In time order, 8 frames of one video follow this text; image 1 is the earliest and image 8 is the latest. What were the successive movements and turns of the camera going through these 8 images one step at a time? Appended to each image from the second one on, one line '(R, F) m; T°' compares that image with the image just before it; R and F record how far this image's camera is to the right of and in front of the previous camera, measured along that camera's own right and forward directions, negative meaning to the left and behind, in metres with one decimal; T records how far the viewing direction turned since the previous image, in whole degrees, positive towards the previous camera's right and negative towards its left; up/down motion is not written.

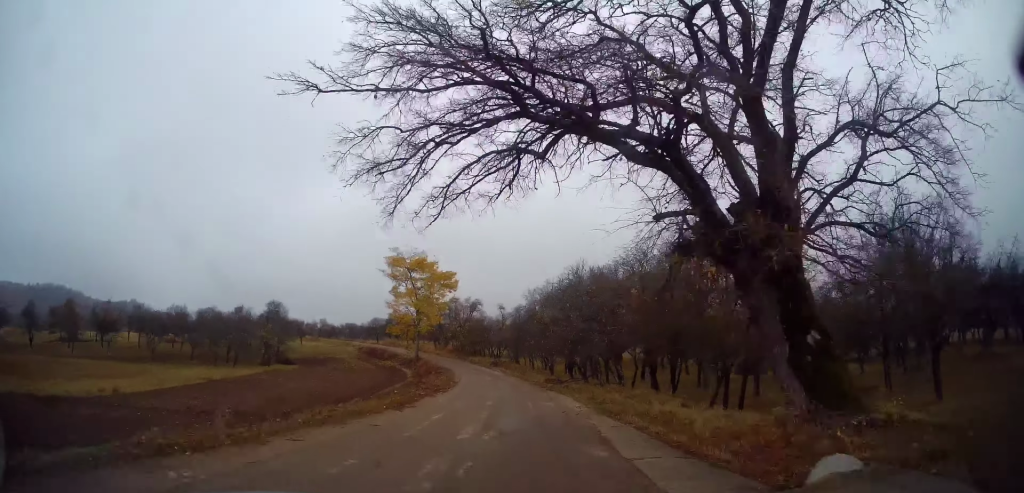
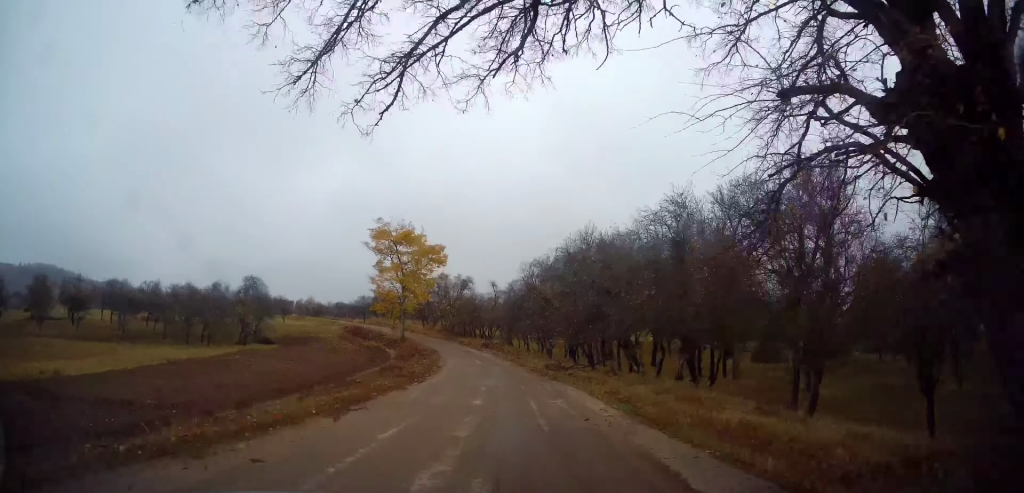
(0.0, +5.1) m; +2°
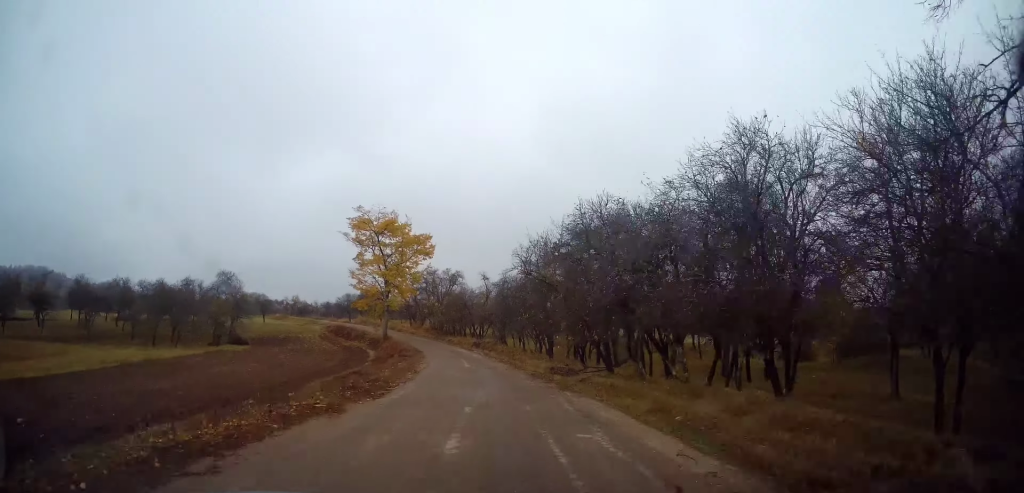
(+0.1, +5.0) m; +2°
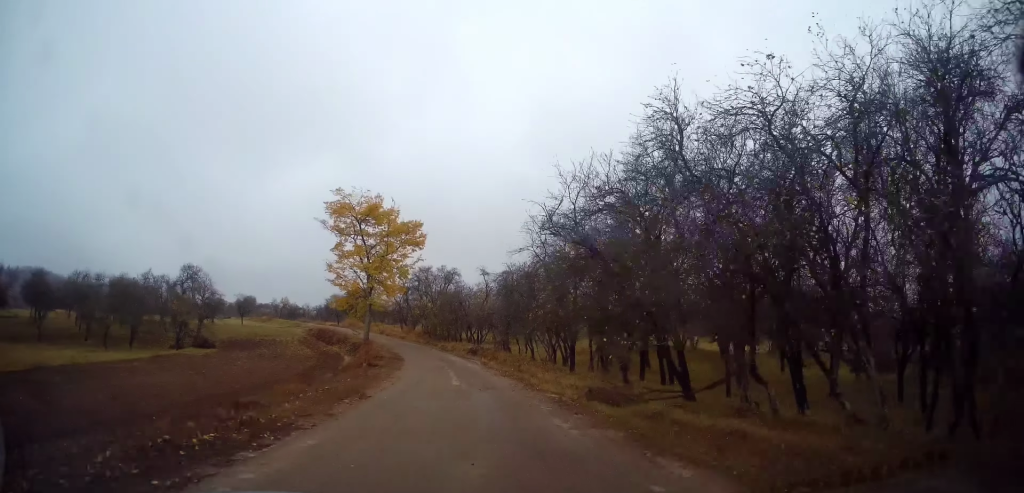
(+0.3, +7.9) m; 0°
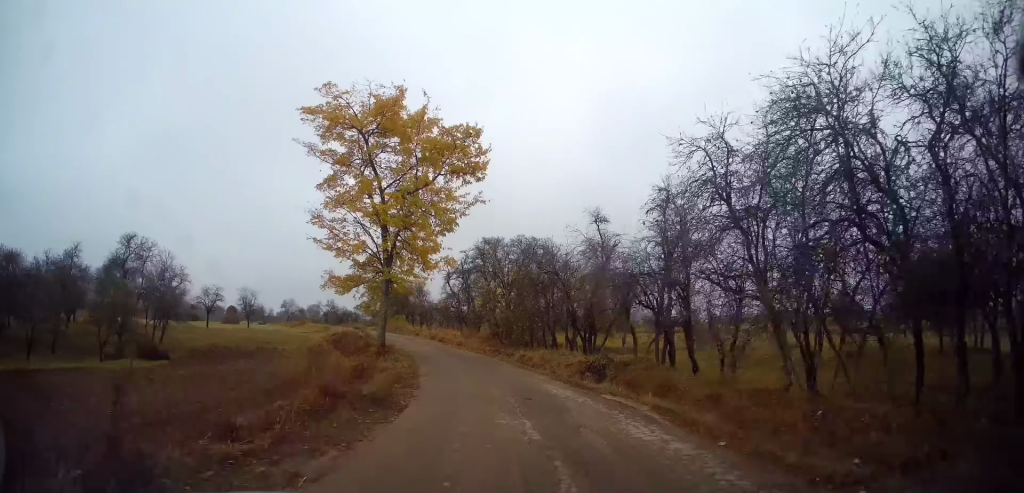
(-2.0, +21.0) m; -8°
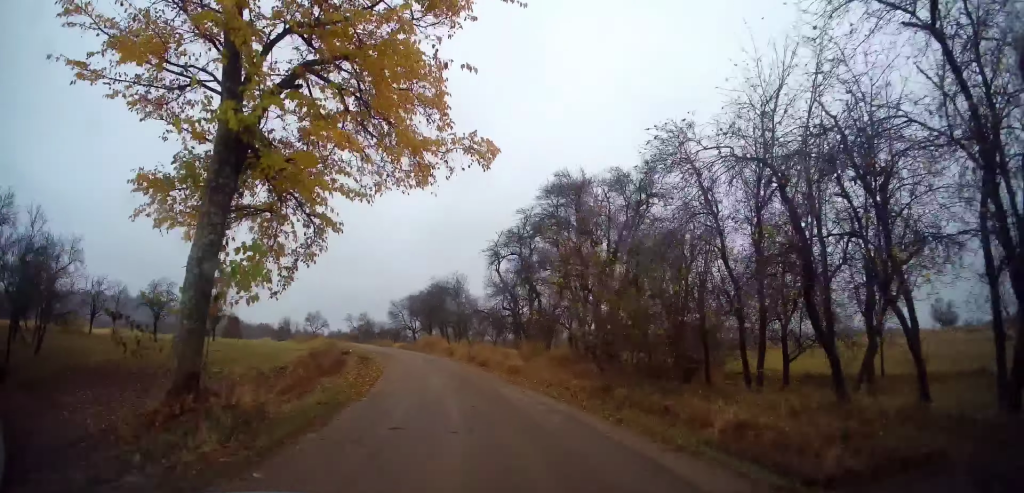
(-0.3, +18.5) m; -5°
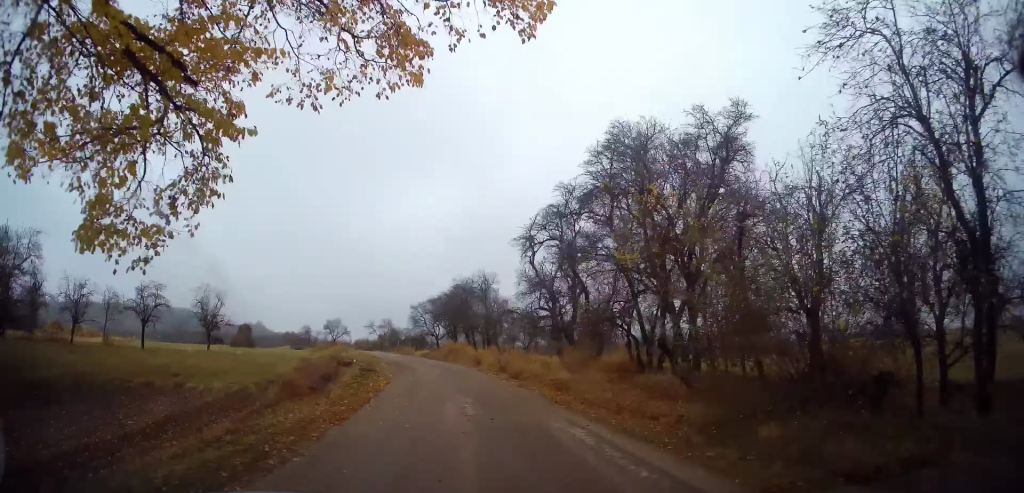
(-0.3, +5.4) m; -3°
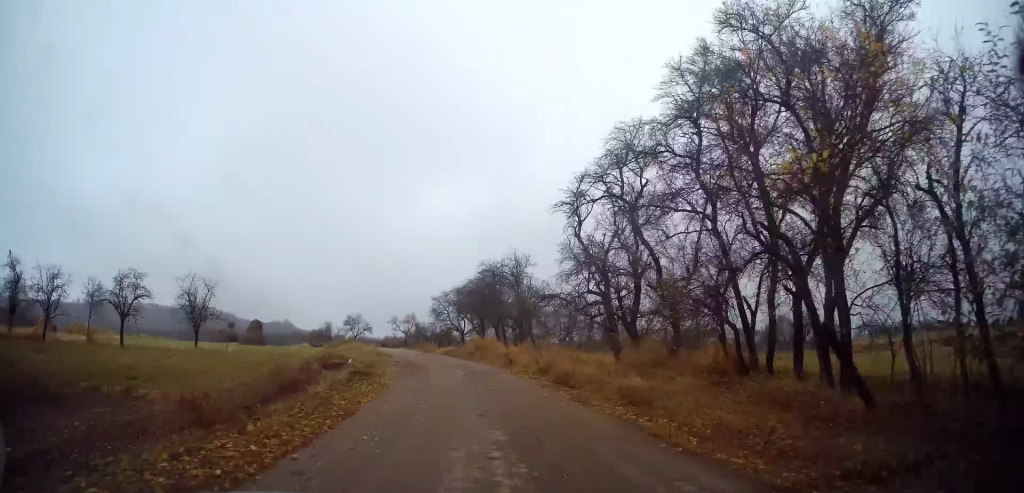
(0.0, +5.8) m; -3°
